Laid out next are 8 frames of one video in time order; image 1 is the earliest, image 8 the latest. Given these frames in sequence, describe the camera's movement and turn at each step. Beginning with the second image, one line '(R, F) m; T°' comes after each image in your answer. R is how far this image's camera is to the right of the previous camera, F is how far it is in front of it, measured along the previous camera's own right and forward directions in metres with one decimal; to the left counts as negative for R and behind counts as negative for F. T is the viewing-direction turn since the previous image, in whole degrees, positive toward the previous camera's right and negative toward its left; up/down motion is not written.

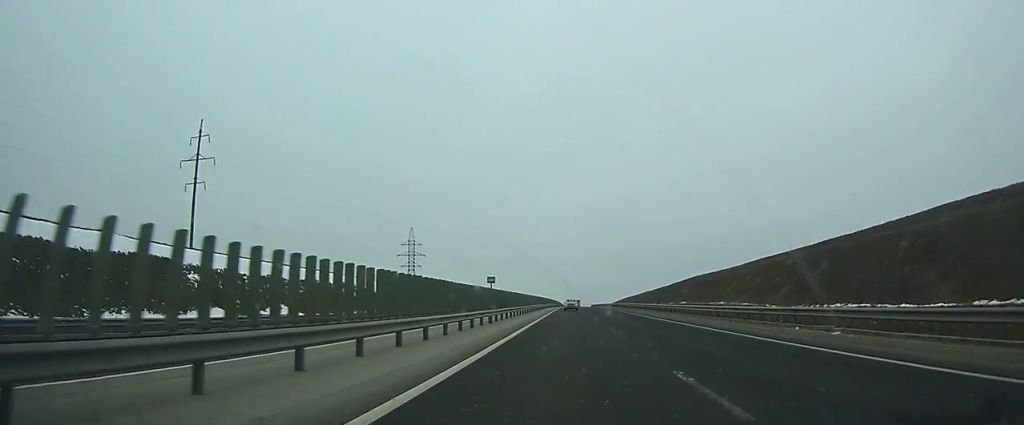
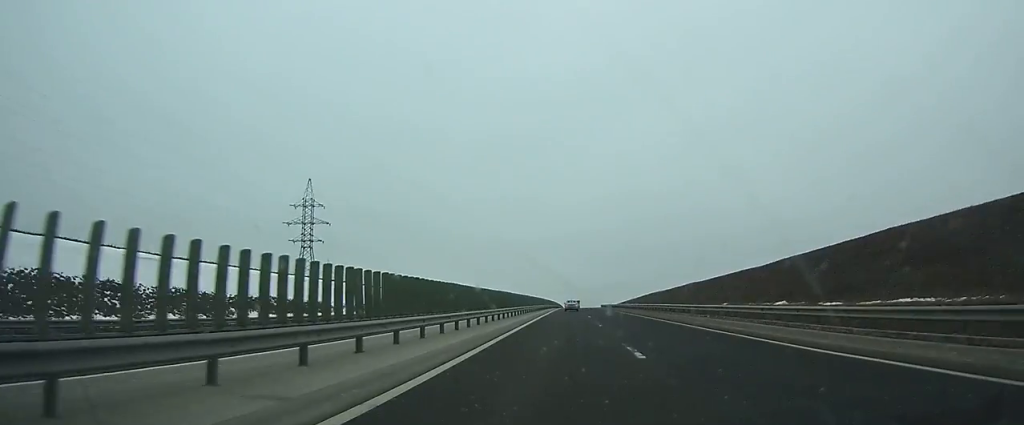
(-0.1, +86.6) m; 0°
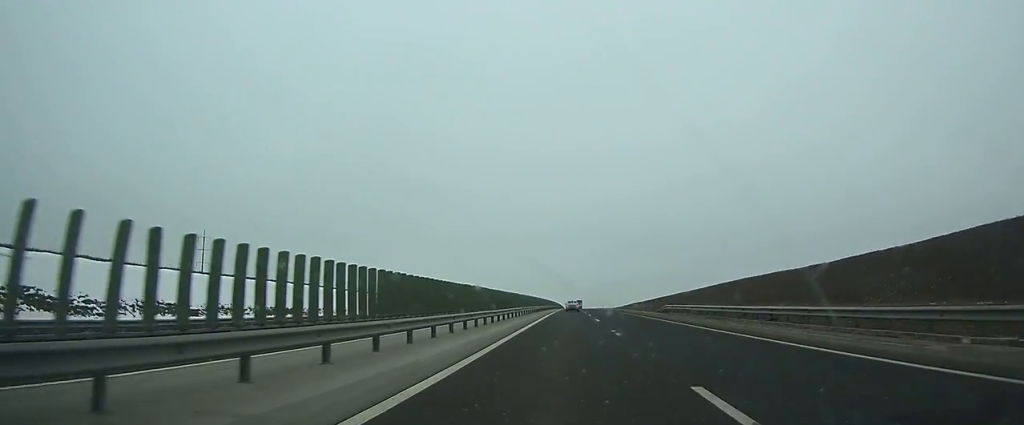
(-0.1, +103.7) m; 0°
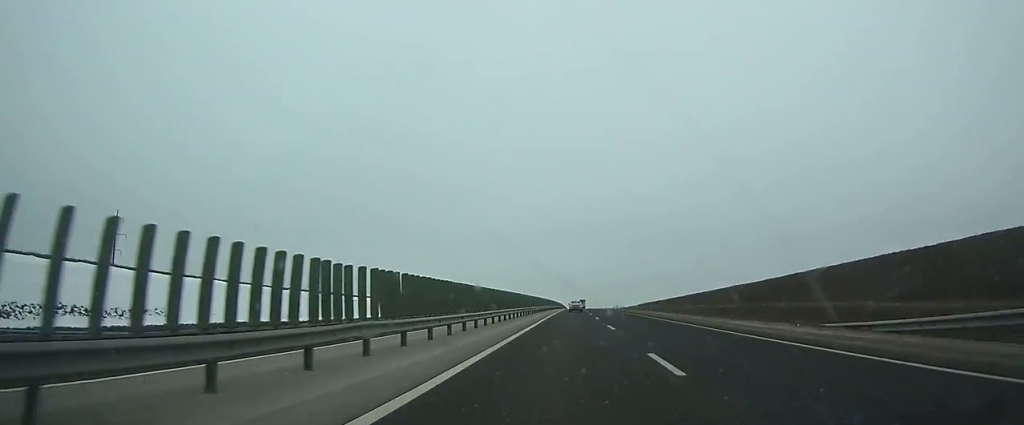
(+0.1, +43.2) m; 0°
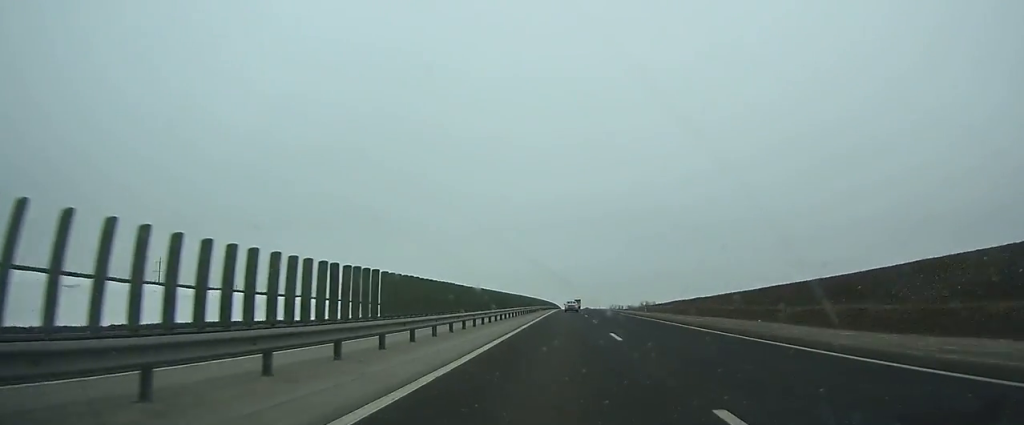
(+0.1, +55.1) m; 0°
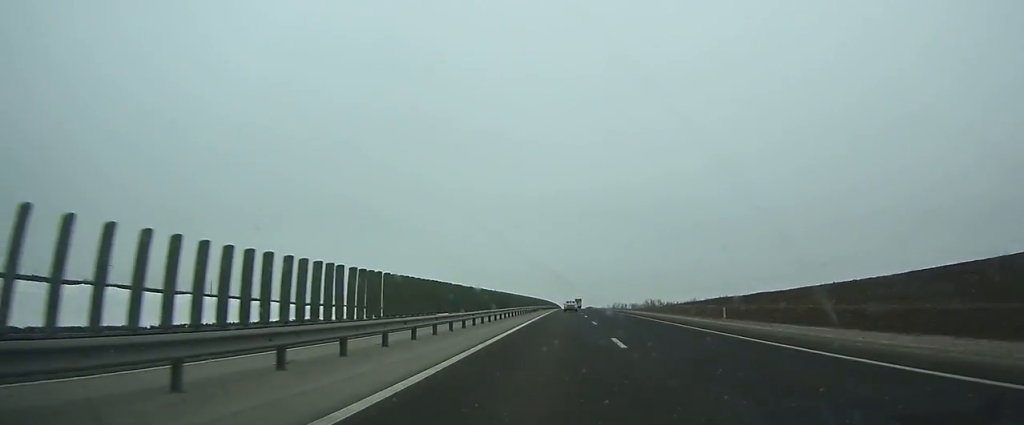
(0.0, +35.6) m; 0°
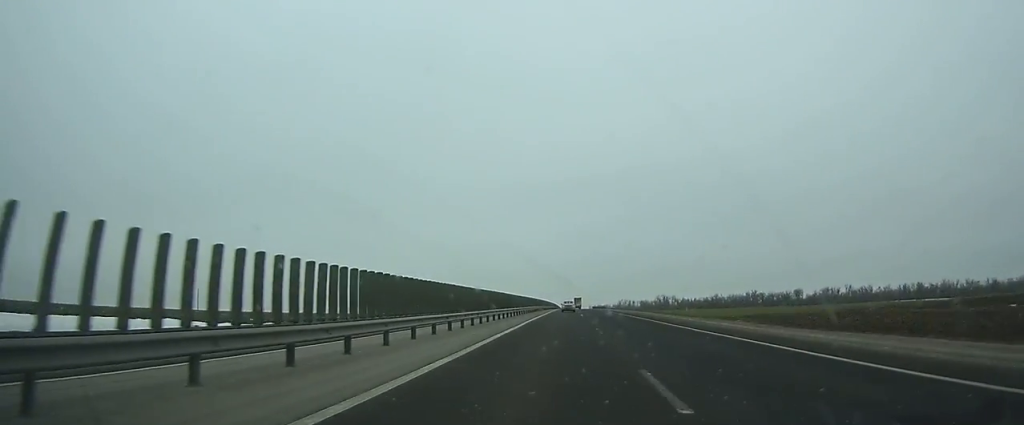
(0.0, +89.8) m; 0°
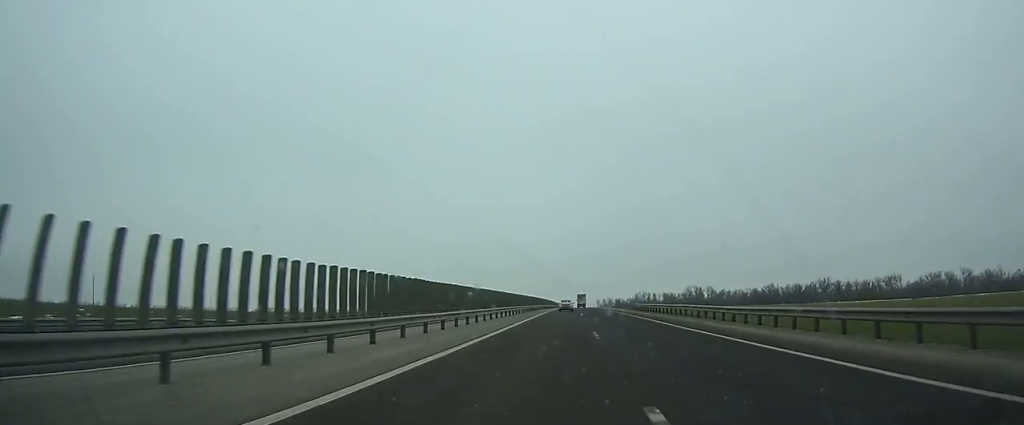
(-0.5, +132.2) m; 0°
